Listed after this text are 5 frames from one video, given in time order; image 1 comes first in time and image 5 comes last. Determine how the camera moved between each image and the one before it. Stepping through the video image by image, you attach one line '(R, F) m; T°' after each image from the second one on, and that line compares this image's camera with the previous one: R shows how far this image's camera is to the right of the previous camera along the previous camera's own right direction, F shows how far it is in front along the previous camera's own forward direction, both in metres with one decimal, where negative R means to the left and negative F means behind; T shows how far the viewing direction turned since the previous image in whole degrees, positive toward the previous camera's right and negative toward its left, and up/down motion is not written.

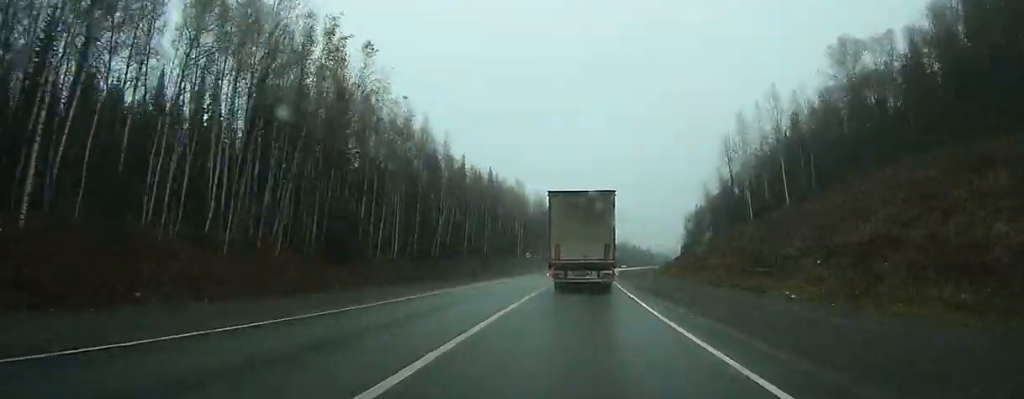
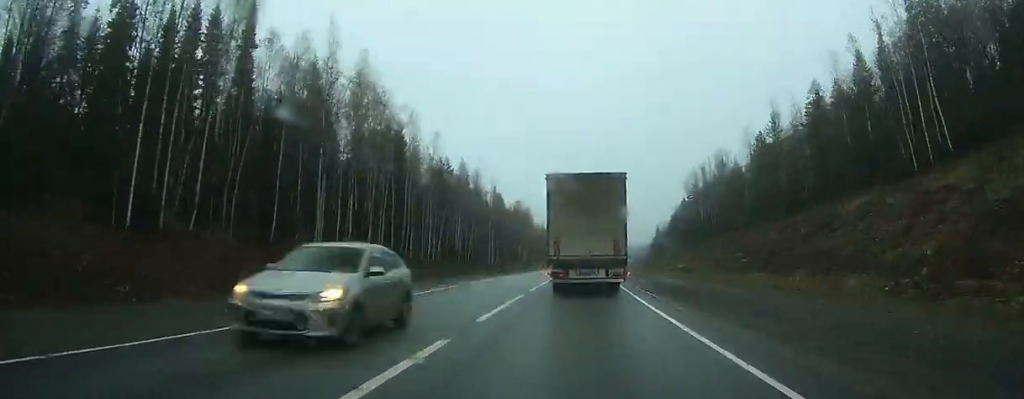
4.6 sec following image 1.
(-4.2, +102.5) m; +2°
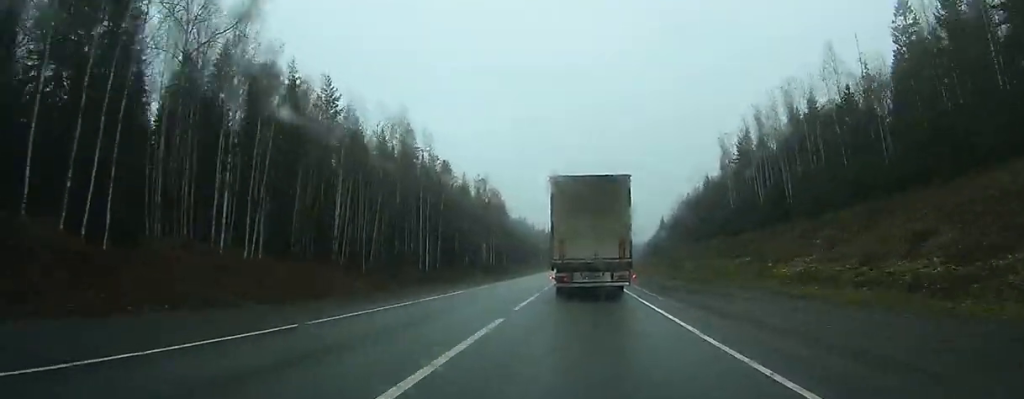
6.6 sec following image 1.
(+3.5, +43.9) m; +5°
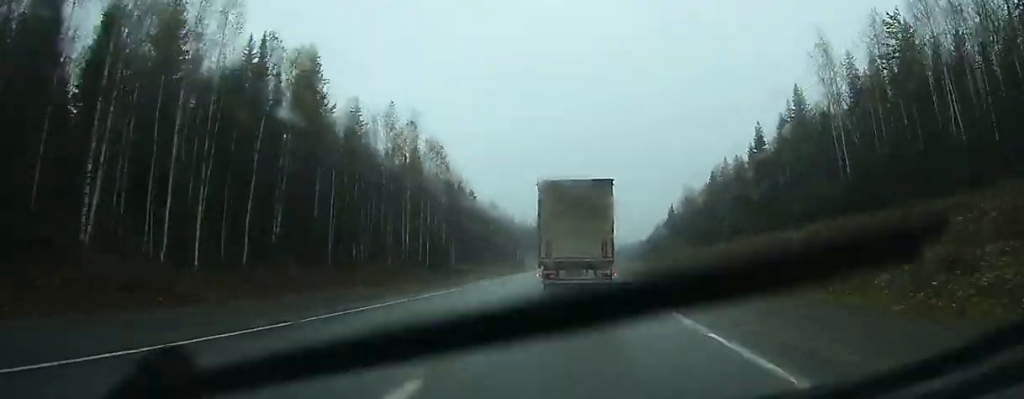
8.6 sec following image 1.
(+0.4, +43.8) m; +1°
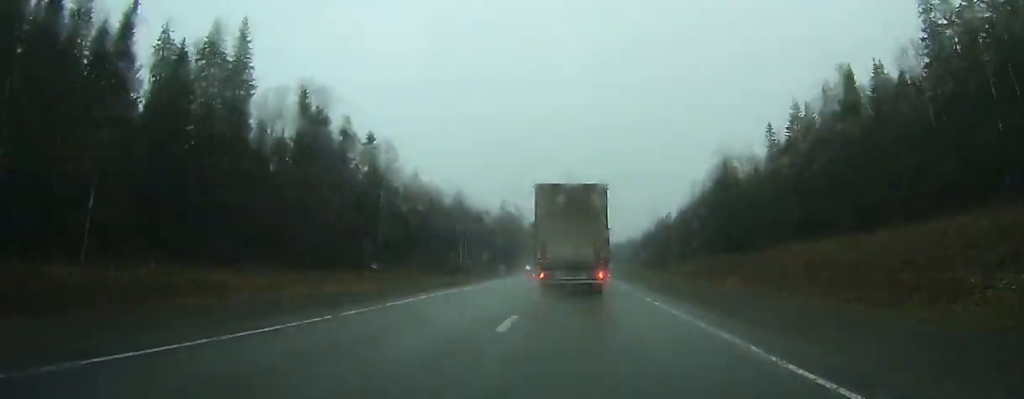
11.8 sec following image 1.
(+1.0, +69.3) m; +1°
